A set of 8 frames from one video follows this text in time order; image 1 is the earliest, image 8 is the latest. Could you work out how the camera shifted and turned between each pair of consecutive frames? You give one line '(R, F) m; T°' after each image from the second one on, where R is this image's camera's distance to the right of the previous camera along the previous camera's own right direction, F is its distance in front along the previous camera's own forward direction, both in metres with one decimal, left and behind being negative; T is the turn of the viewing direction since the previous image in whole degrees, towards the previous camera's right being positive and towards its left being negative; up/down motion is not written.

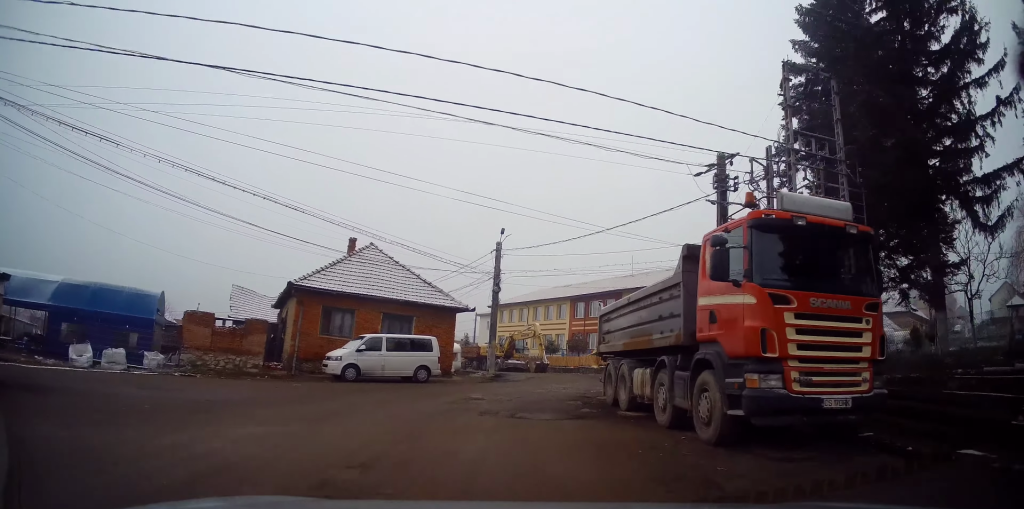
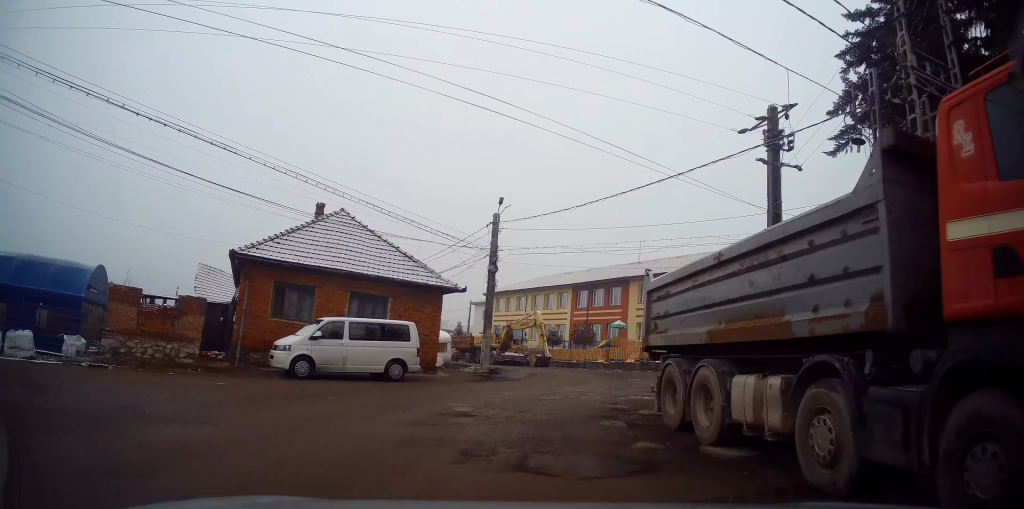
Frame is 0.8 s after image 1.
(-0.1, +5.0) m; +1°
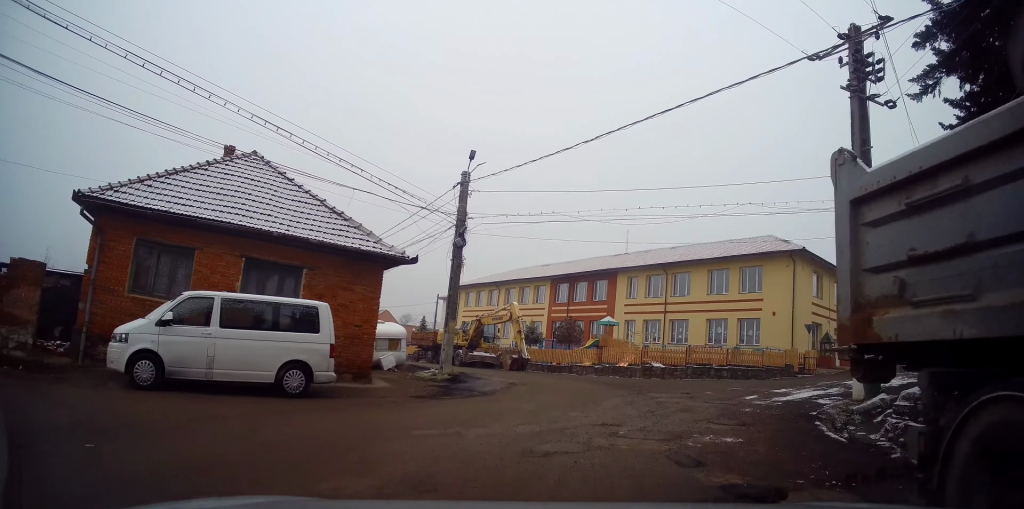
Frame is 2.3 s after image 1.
(+0.5, +7.1) m; +8°
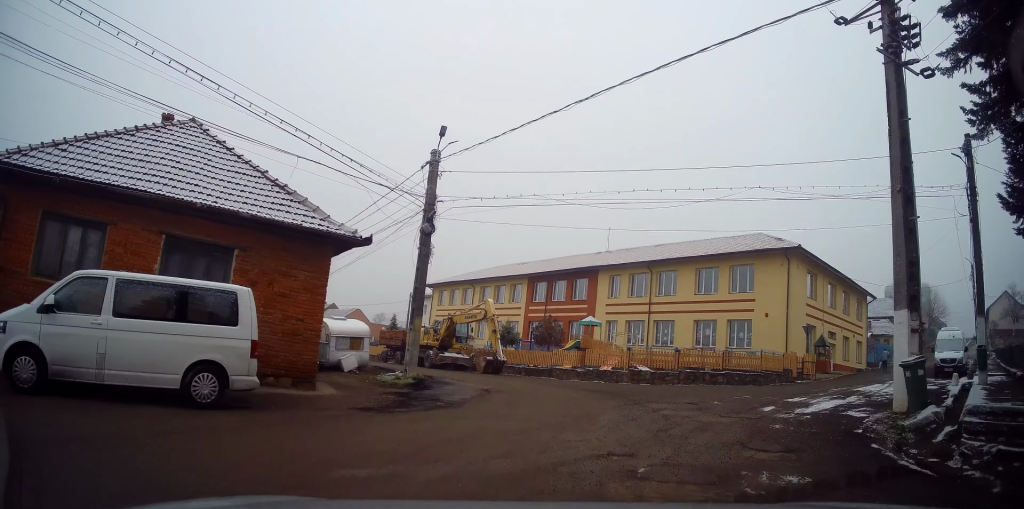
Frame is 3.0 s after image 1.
(+0.3, +2.9) m; -2°
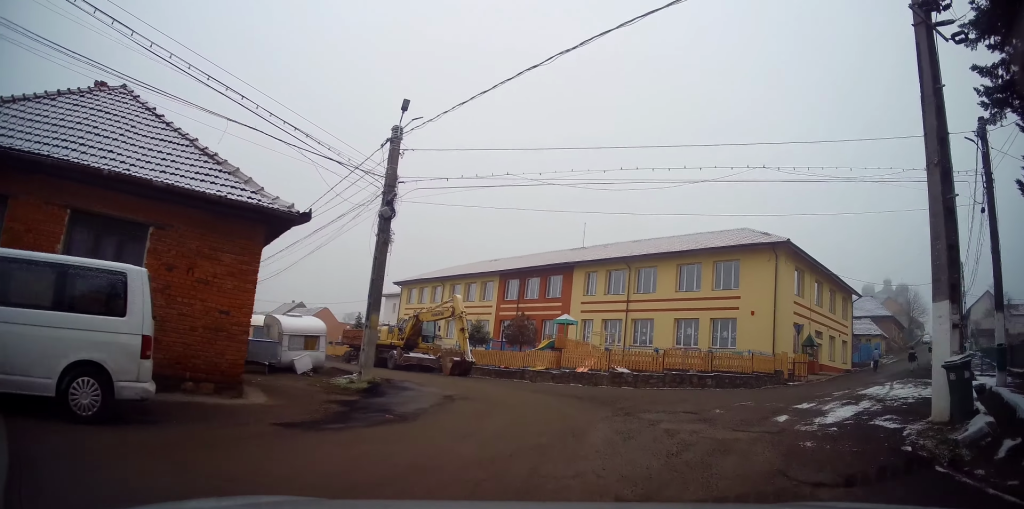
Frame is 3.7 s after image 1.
(-0.3, +2.3) m; +3°
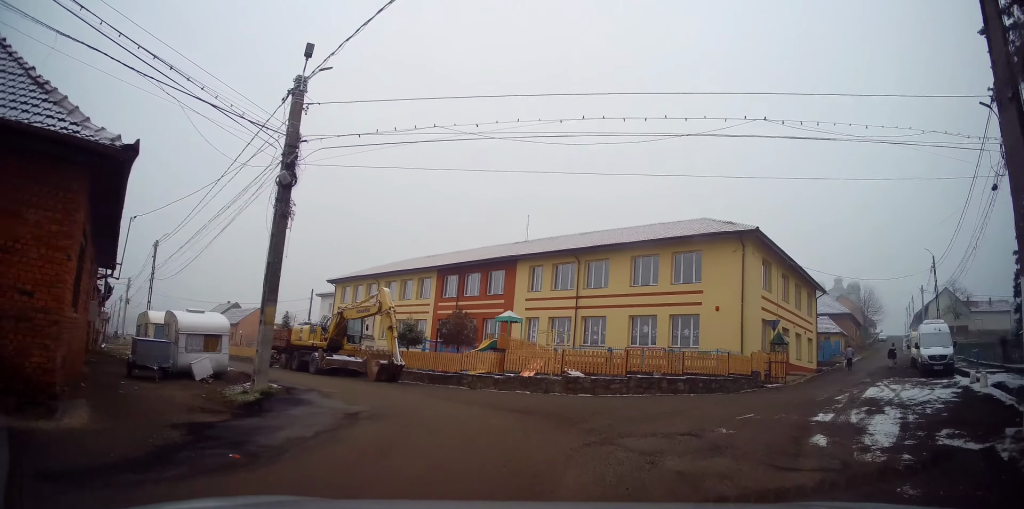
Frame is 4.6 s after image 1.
(+0.3, +3.7) m; +8°
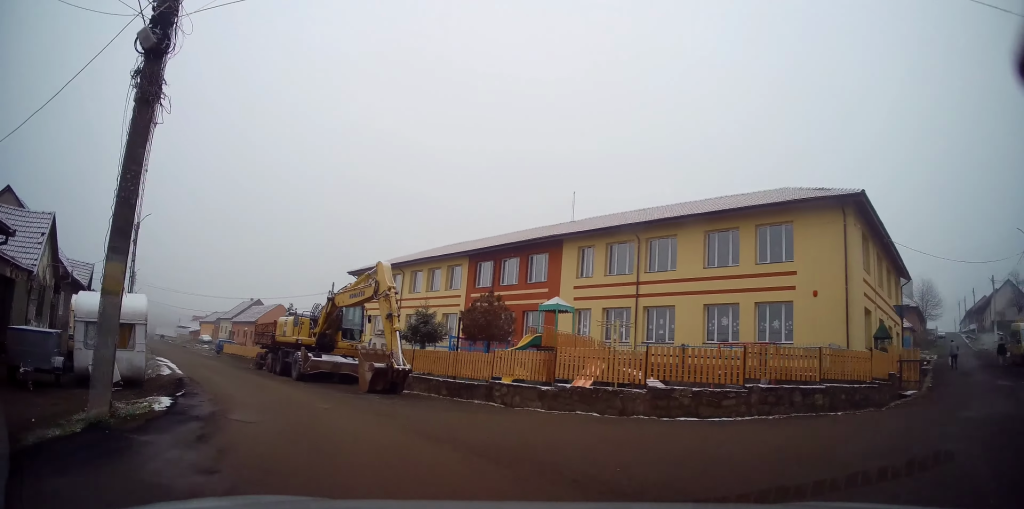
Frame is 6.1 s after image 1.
(+0.4, +6.6) m; -12°
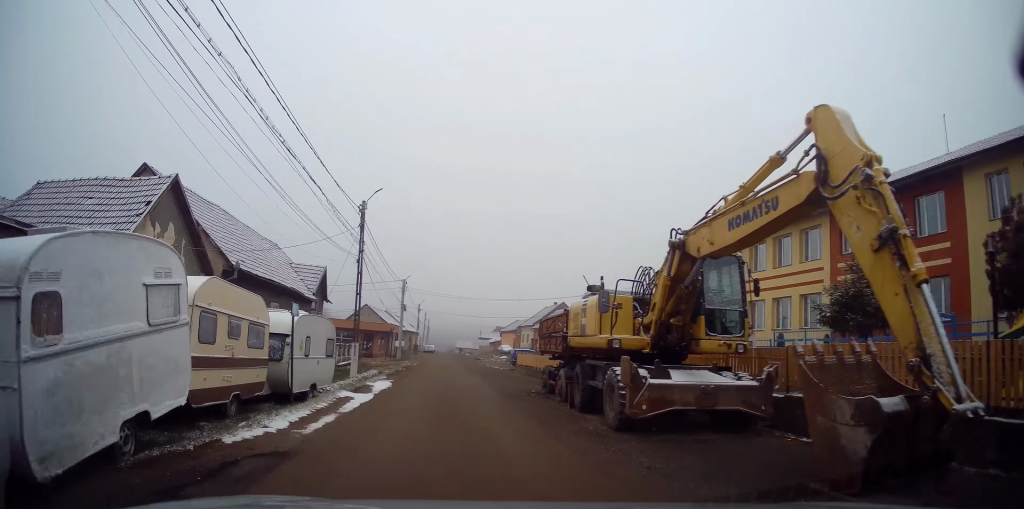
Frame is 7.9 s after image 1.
(-3.2, +10.9) m; -24°
